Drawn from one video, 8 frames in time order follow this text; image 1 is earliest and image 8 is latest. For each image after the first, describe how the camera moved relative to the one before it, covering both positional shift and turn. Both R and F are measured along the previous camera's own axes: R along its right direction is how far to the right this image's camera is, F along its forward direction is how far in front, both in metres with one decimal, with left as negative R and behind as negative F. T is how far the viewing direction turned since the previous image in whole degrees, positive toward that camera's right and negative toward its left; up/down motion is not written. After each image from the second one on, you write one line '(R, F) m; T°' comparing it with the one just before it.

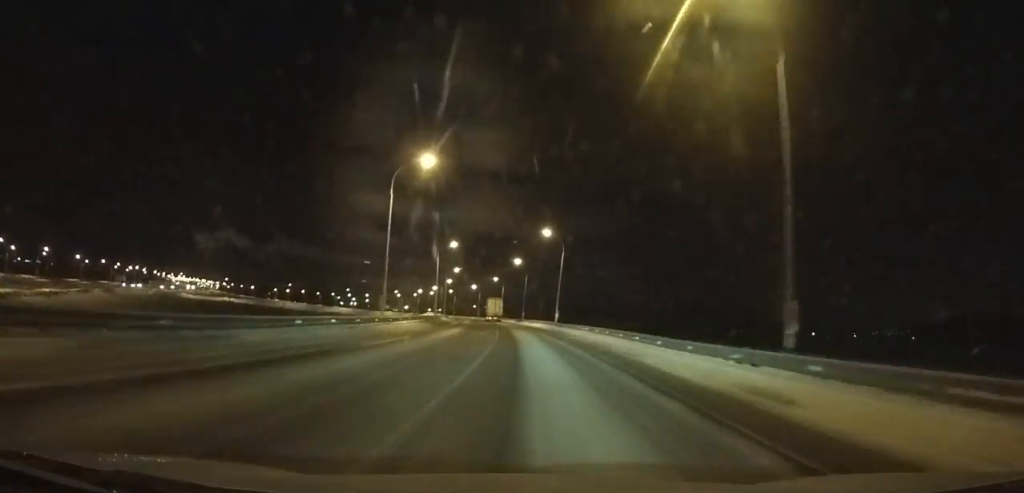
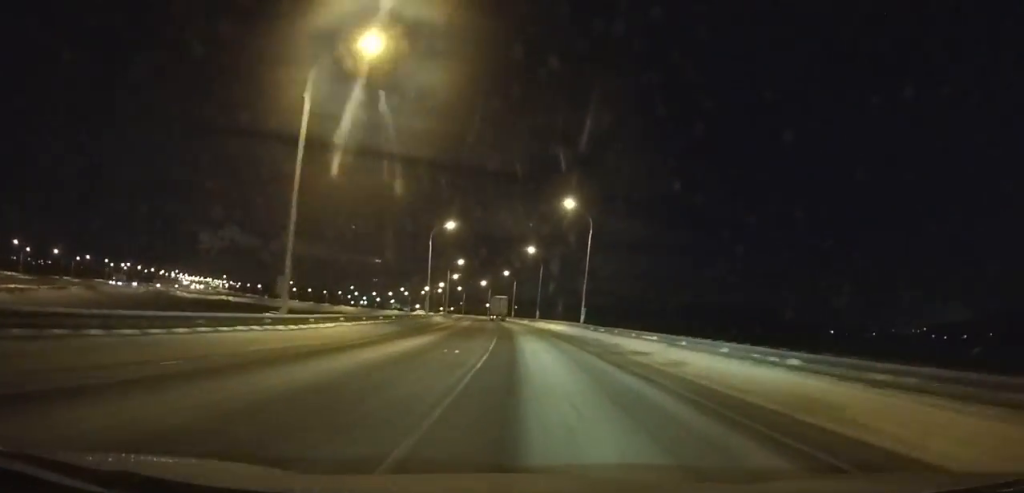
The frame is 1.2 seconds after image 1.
(+0.2, +18.4) m; -1°
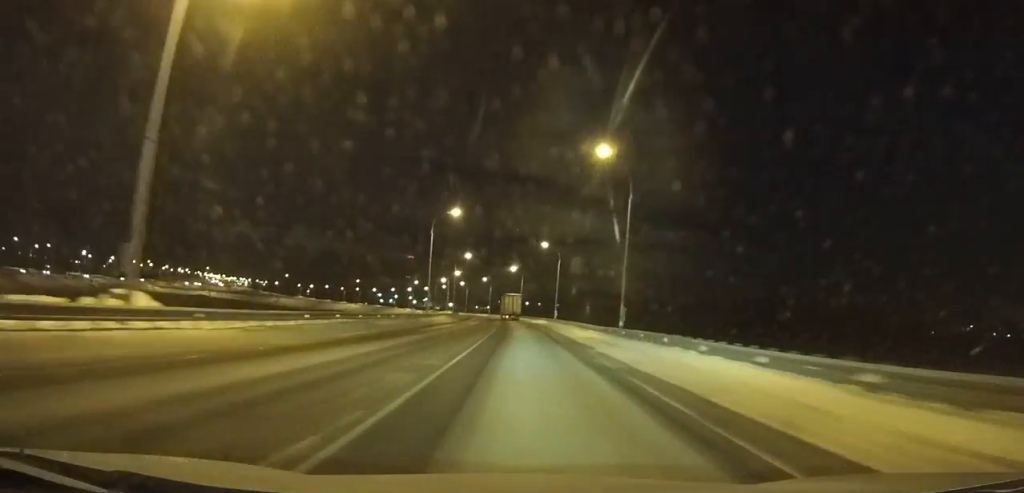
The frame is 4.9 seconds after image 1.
(-2.2, +57.4) m; -3°
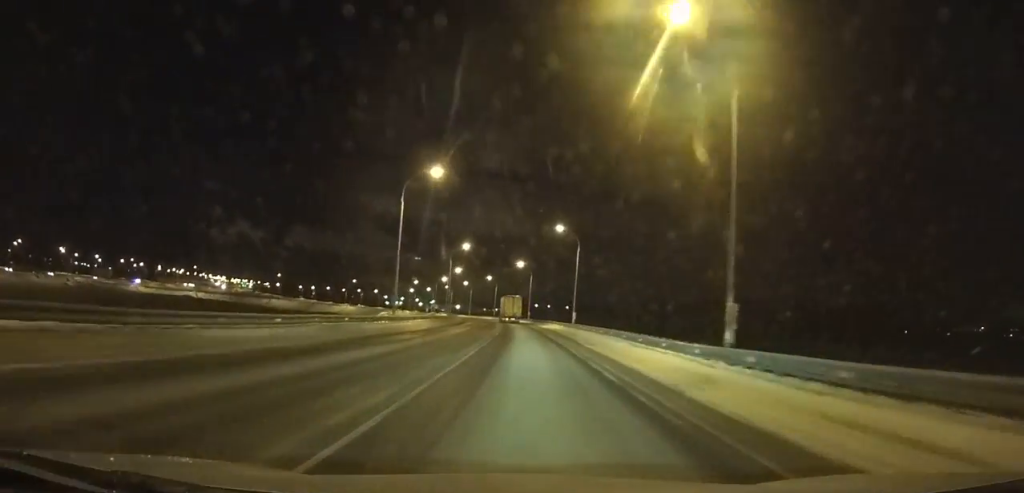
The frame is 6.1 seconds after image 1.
(-0.1, +18.8) m; -1°
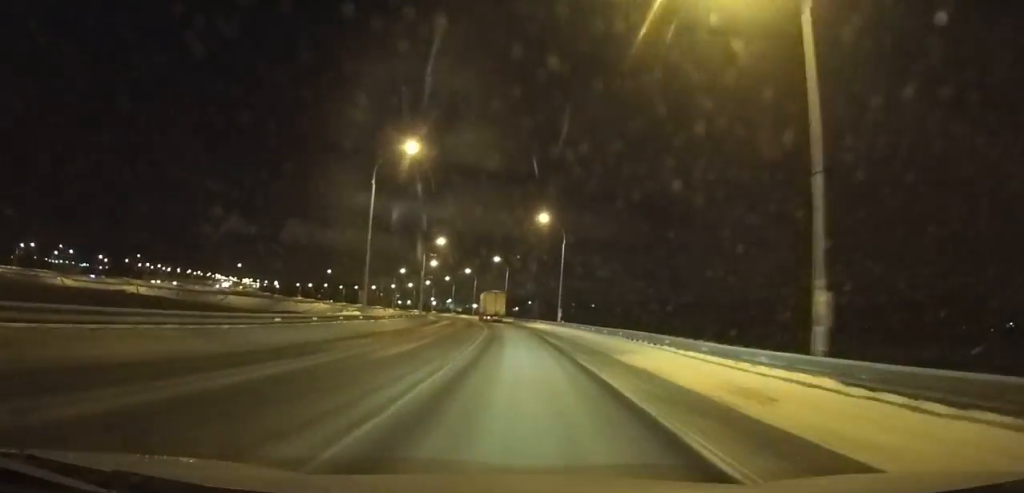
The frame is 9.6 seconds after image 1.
(-1.5, +55.0) m; -4°
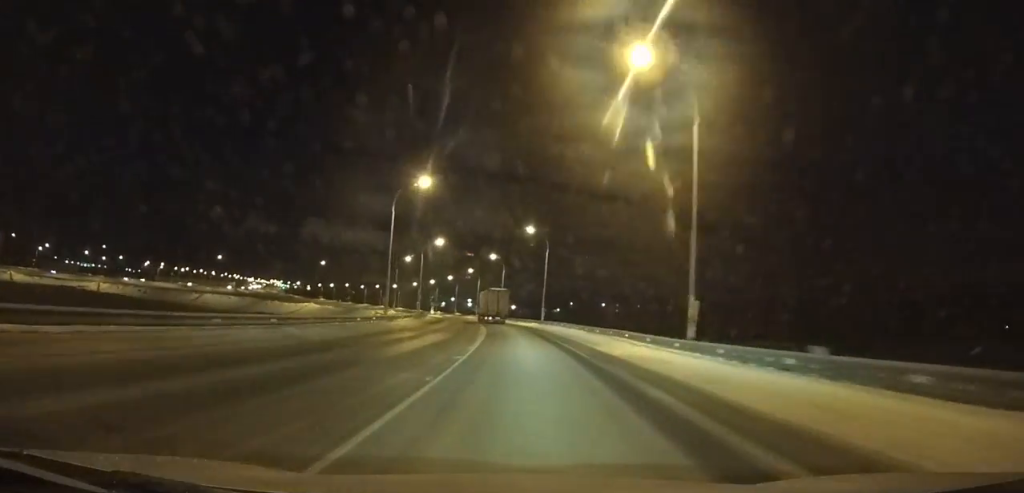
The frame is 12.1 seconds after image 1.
(-1.1, +39.2) m; -3°
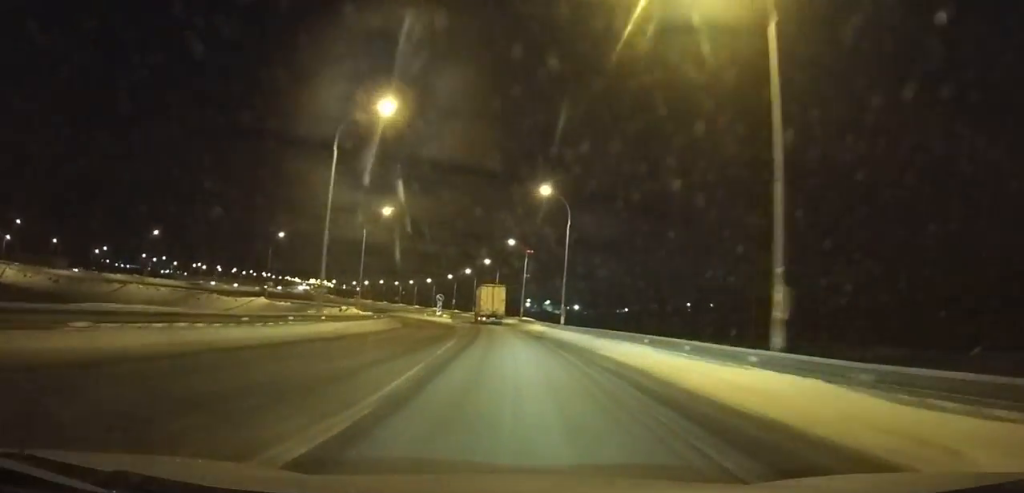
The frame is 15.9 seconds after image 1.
(-2.8, +58.4) m; -6°
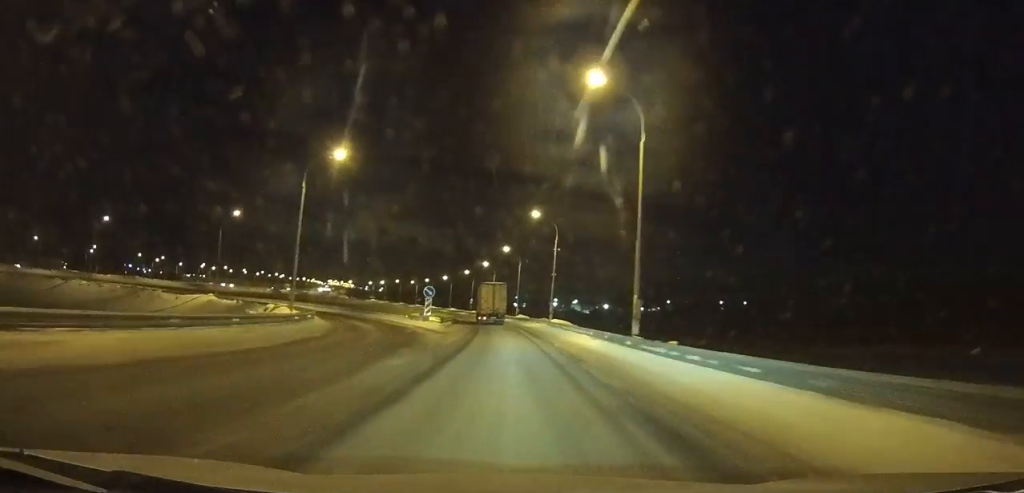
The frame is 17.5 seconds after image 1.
(-0.9, +24.3) m; -3°
